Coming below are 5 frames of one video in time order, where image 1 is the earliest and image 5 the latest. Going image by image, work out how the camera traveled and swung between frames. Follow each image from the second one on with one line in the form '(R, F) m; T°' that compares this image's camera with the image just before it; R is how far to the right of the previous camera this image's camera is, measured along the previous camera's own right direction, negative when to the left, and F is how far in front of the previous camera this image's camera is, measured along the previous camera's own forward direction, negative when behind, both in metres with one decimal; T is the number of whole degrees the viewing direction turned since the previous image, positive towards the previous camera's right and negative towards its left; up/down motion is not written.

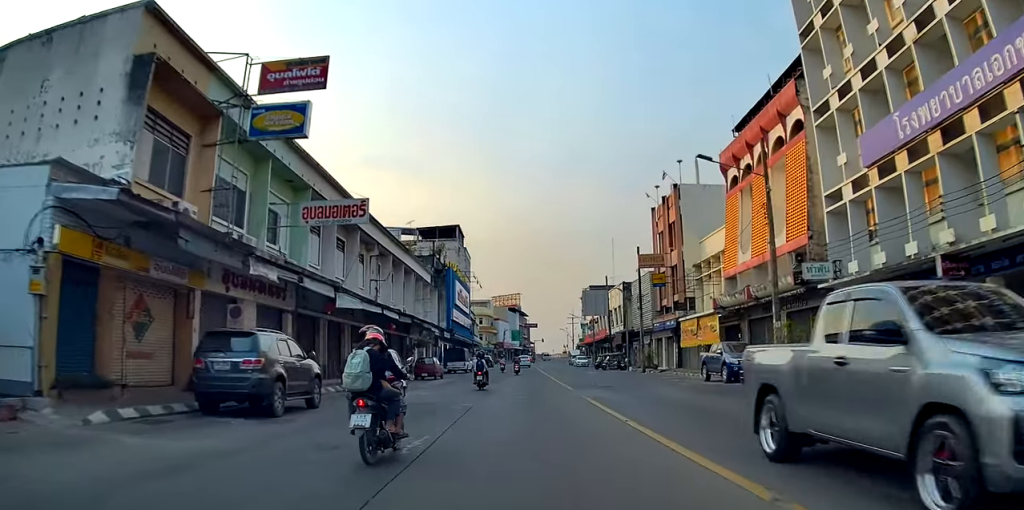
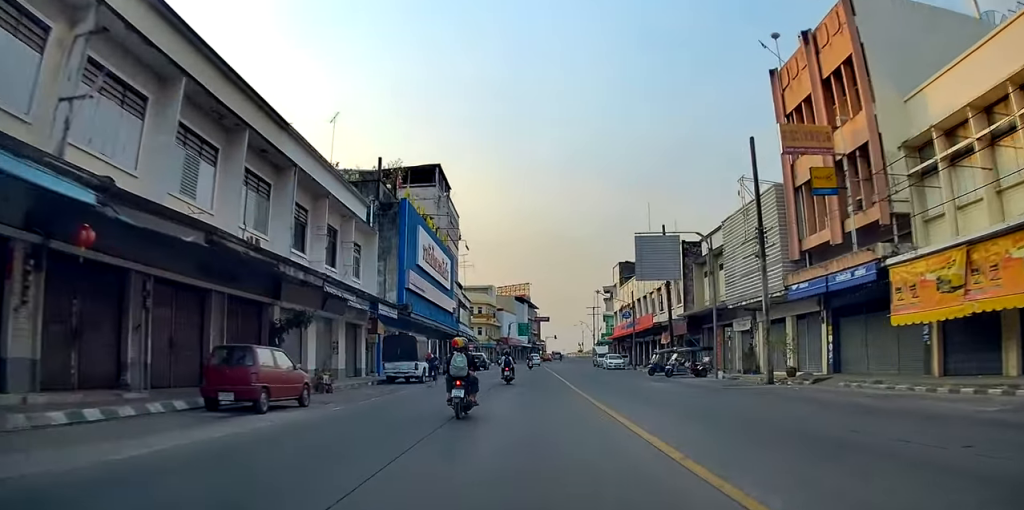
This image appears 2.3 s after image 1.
(-1.4, +26.1) m; -4°
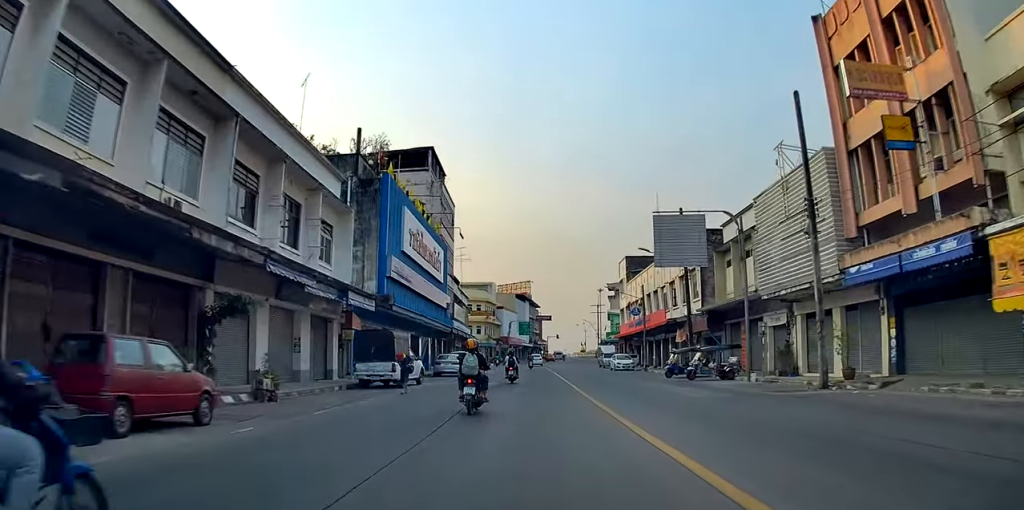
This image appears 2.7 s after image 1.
(+0.4, +4.8) m; 0°
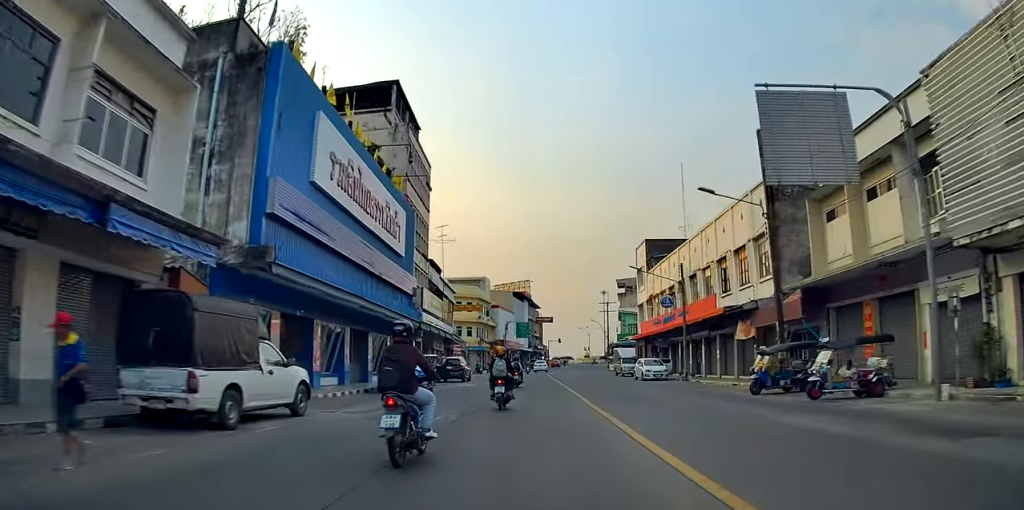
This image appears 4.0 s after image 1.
(-0.3, +15.0) m; 0°
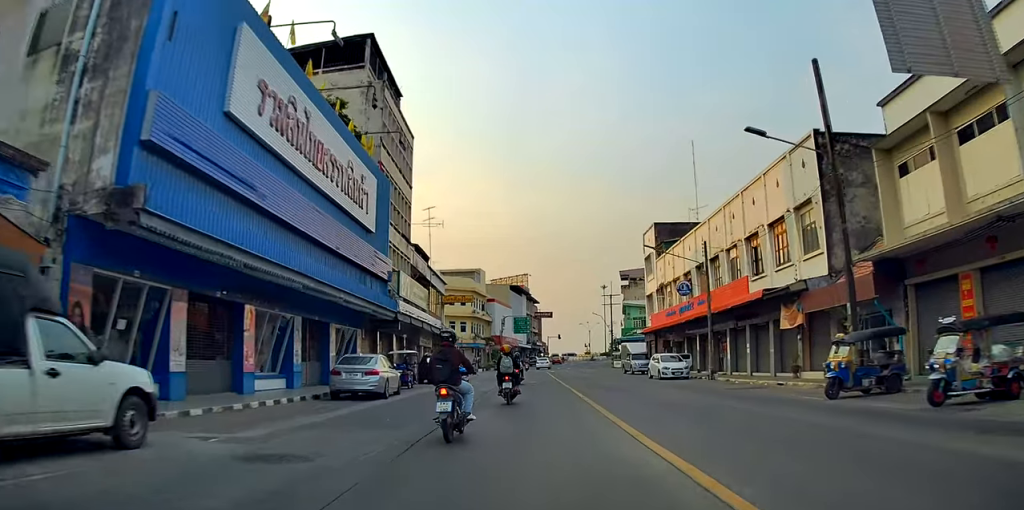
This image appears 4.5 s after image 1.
(+0.2, +6.2) m; 0°
